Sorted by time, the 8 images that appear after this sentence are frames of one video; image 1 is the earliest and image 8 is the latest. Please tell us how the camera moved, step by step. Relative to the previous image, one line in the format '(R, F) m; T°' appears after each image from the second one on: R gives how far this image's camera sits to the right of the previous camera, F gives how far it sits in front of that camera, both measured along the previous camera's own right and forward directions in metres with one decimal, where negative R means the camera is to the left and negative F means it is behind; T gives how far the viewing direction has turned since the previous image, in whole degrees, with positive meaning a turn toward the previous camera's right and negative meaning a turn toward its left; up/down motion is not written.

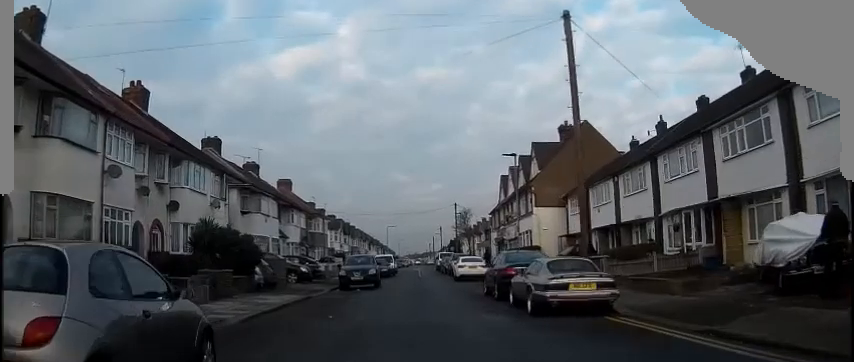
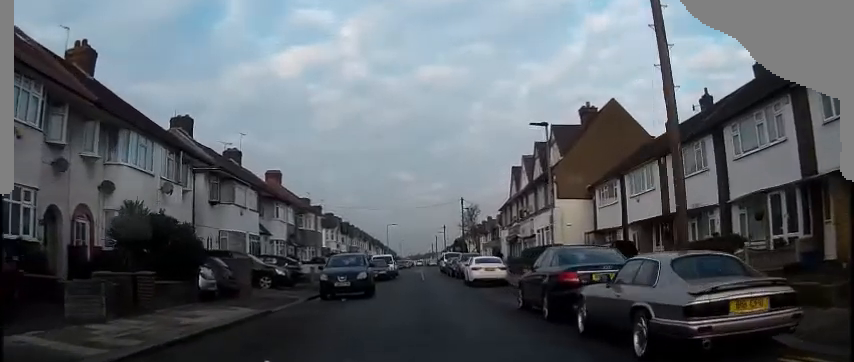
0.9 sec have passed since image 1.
(0.0, +6.5) m; 0°
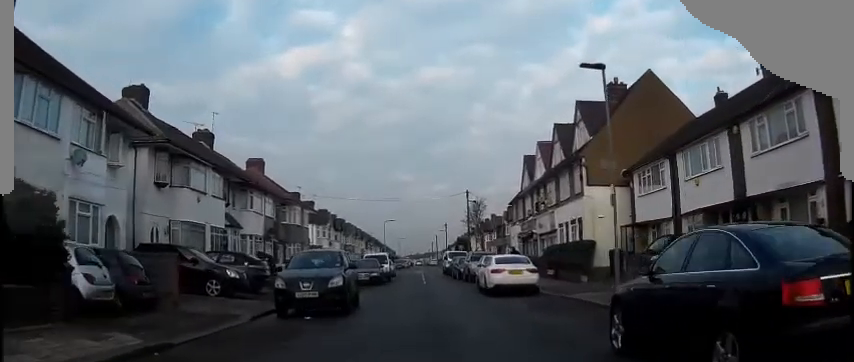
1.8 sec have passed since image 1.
(0.0, +6.9) m; +1°
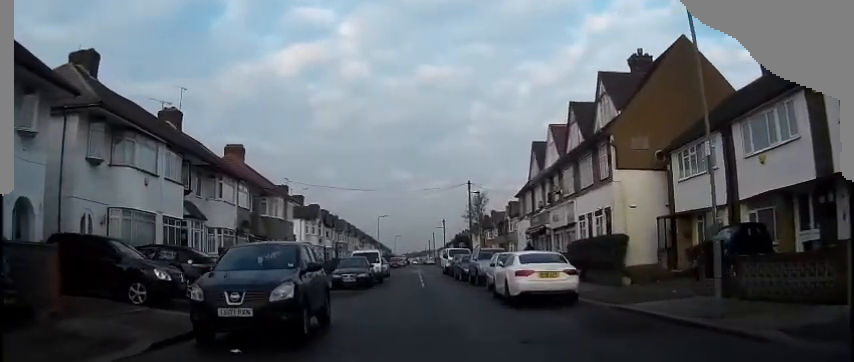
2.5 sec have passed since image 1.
(0.0, +5.3) m; +1°
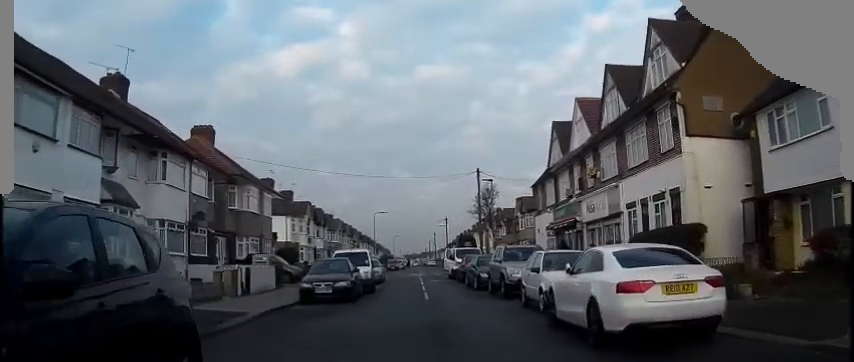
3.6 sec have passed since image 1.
(0.0, +7.4) m; +1°
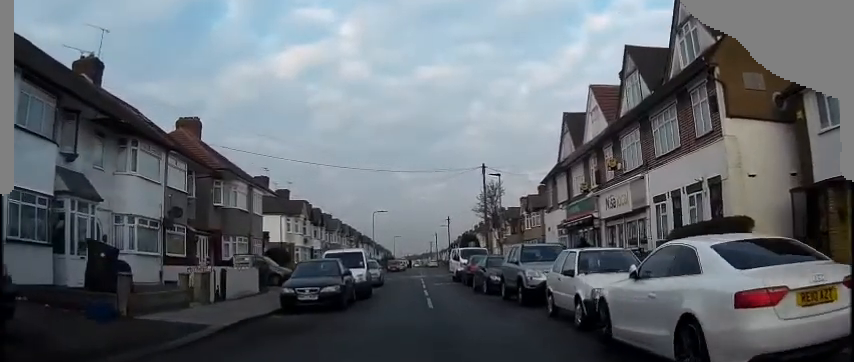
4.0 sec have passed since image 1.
(0.0, +2.9) m; 0°
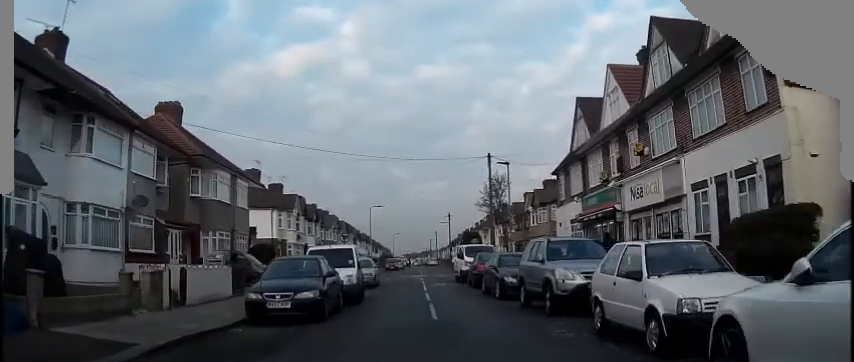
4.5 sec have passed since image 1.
(0.0, +3.2) m; 0°
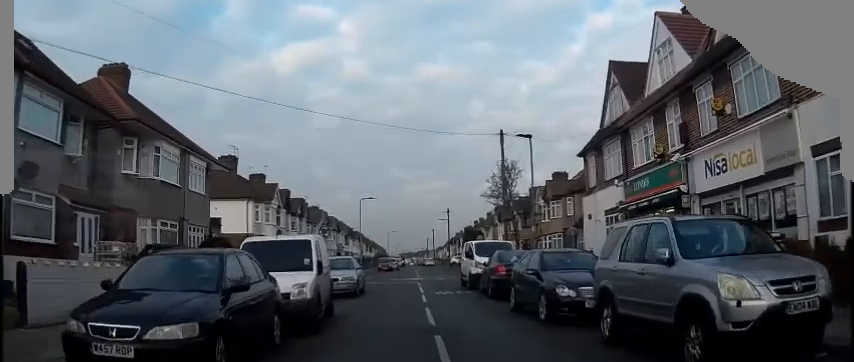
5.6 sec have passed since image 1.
(0.0, +6.5) m; 0°
